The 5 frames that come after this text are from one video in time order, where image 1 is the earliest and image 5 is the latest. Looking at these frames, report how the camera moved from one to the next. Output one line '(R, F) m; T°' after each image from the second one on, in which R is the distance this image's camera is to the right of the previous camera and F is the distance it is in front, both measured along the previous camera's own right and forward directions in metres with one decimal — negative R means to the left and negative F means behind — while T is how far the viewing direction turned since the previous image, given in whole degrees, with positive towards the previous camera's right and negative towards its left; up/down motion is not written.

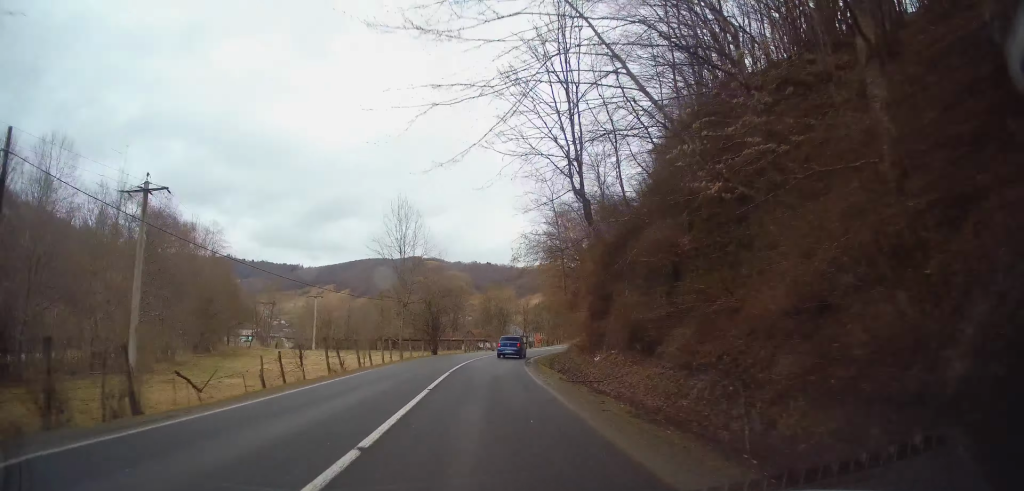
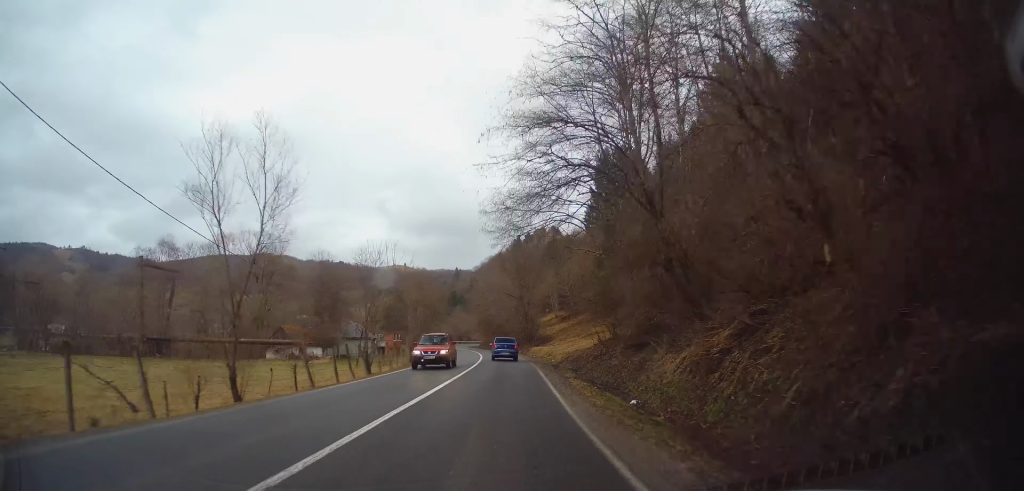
(+5.6, +50.1) m; +14°
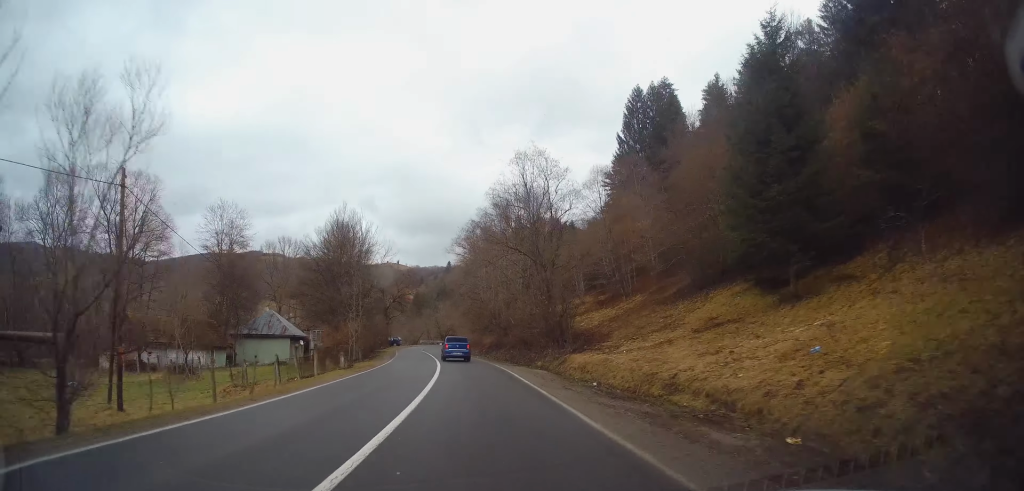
(+0.8, +35.2) m; 0°
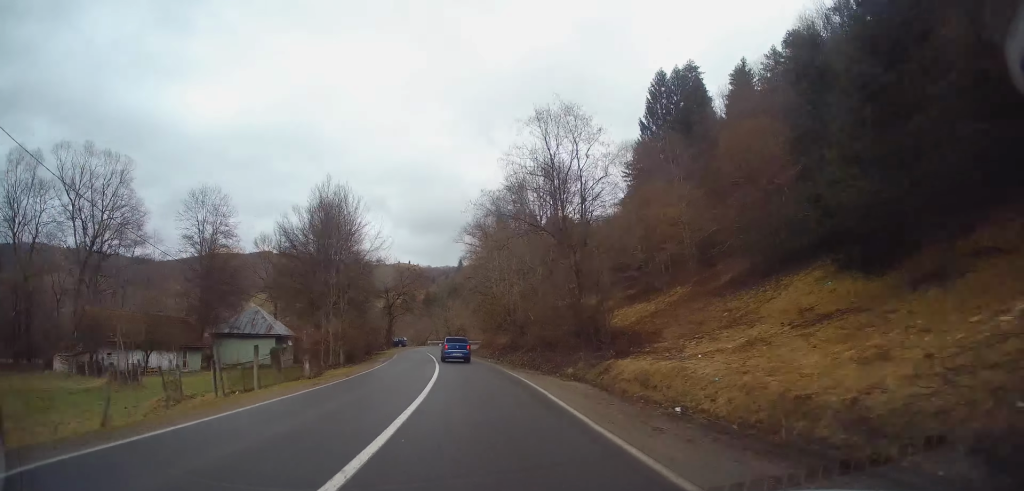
(-0.1, +7.3) m; -1°
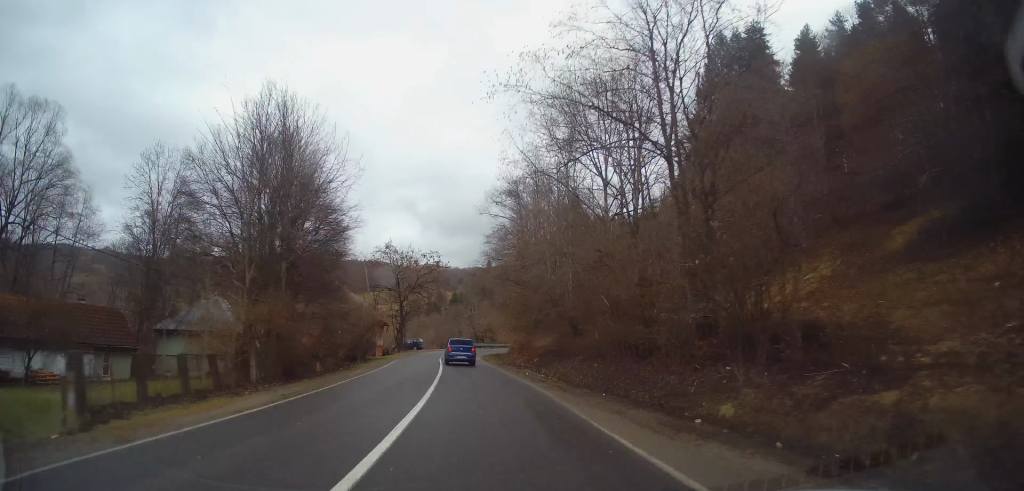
(-0.2, +13.8) m; -2°
